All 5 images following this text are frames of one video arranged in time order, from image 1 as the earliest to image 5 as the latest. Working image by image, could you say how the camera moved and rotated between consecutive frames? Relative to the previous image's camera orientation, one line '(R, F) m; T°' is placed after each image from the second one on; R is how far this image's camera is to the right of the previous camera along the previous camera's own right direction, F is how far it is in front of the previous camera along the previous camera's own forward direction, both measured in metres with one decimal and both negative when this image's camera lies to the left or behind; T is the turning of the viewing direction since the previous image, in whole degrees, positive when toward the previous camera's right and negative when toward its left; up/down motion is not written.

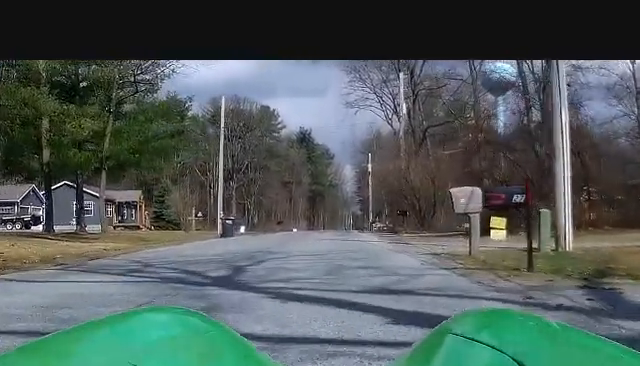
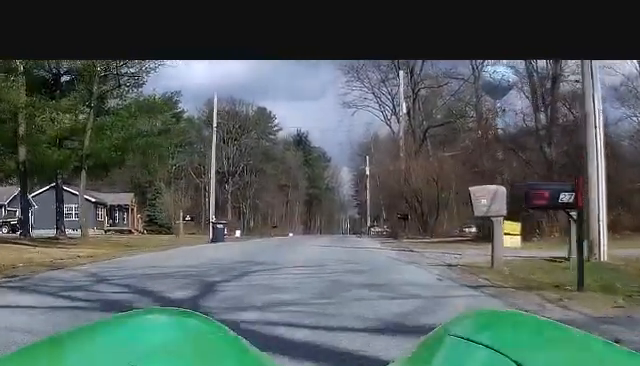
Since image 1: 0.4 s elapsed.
(0.0, +2.6) m; 0°
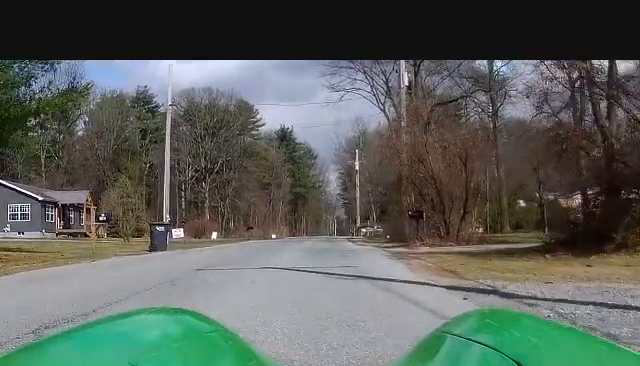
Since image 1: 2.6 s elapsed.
(-0.2, +11.6) m; -1°
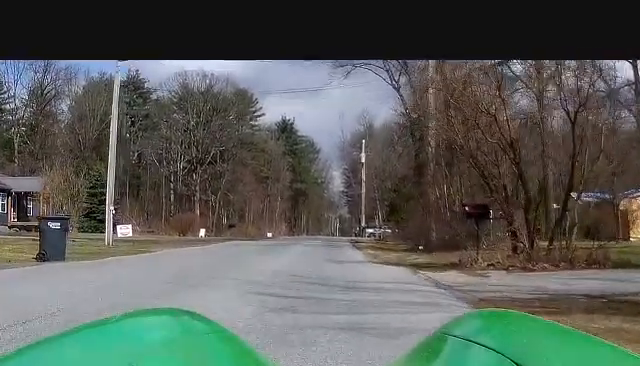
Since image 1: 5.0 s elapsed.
(+0.3, +11.8) m; +3°
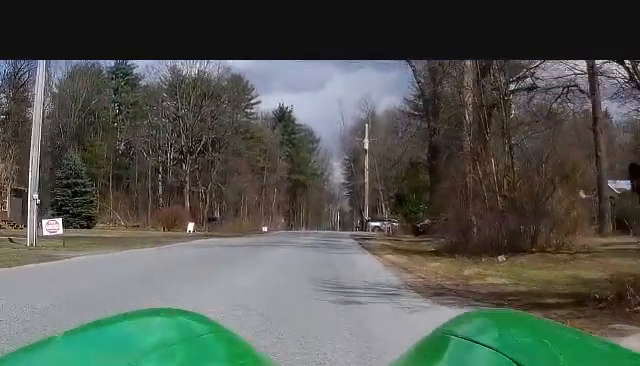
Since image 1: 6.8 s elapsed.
(-0.3, +9.4) m; -4°
